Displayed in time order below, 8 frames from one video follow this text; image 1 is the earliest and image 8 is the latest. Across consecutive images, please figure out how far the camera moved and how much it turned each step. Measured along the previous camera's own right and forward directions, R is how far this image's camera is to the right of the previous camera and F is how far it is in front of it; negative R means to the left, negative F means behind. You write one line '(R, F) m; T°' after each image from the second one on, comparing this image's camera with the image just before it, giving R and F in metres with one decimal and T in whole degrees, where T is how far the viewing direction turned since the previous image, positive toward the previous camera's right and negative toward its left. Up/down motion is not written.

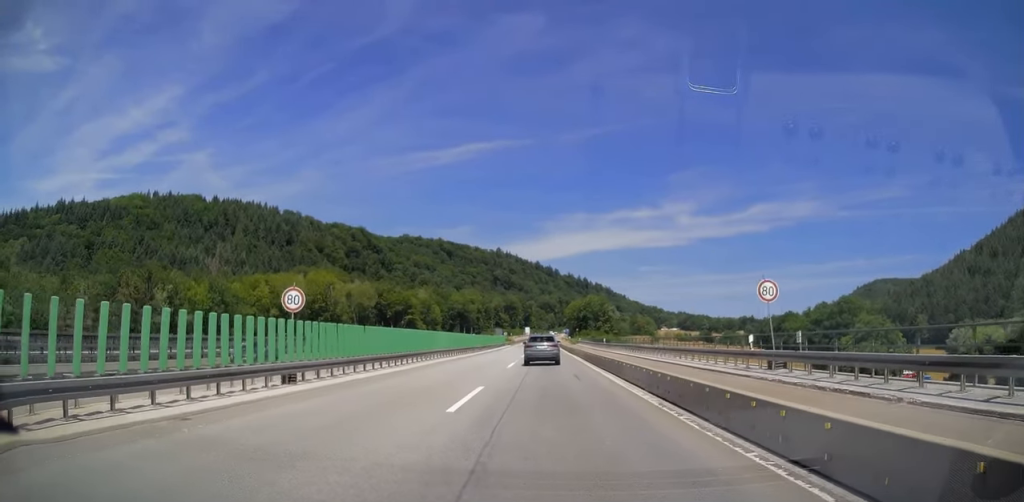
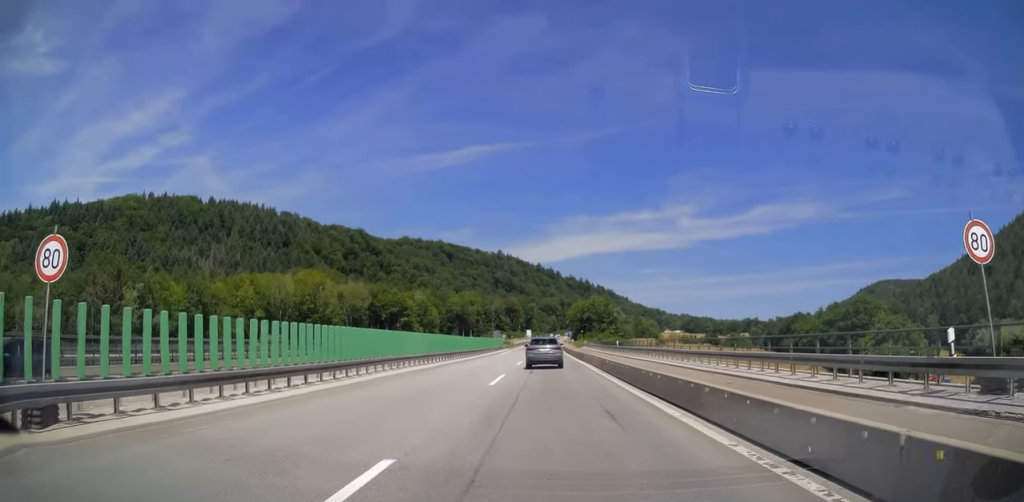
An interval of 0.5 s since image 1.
(0.0, +10.3) m; 0°
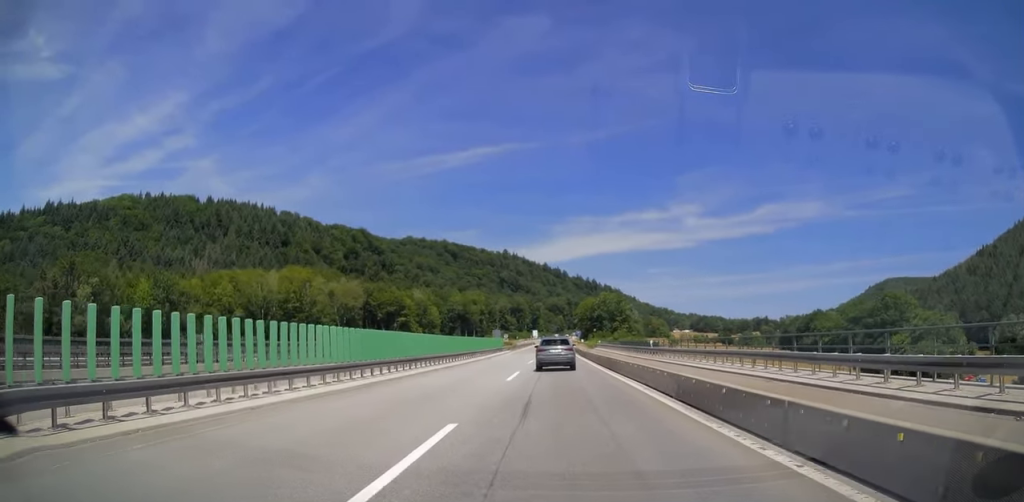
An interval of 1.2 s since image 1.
(0.0, +14.8) m; -1°
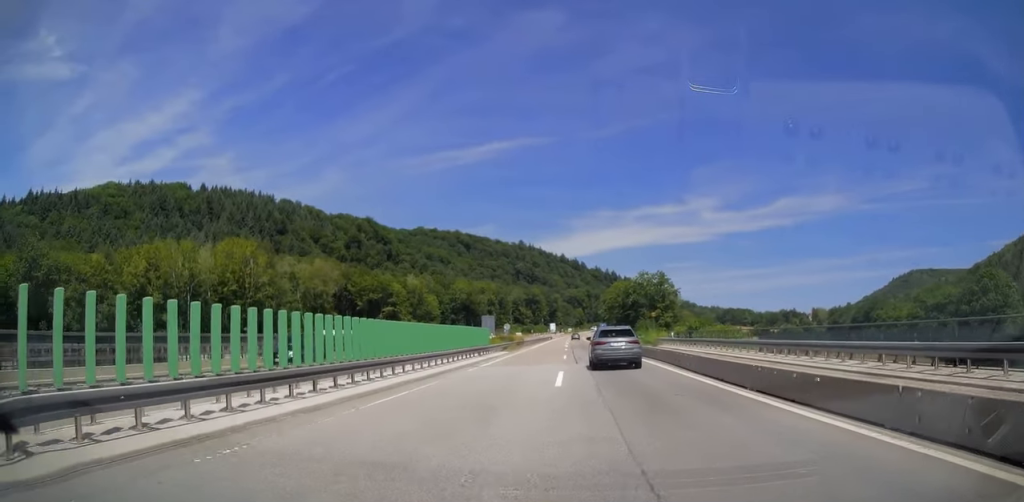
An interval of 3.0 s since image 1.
(-0.5, +41.4) m; -1°
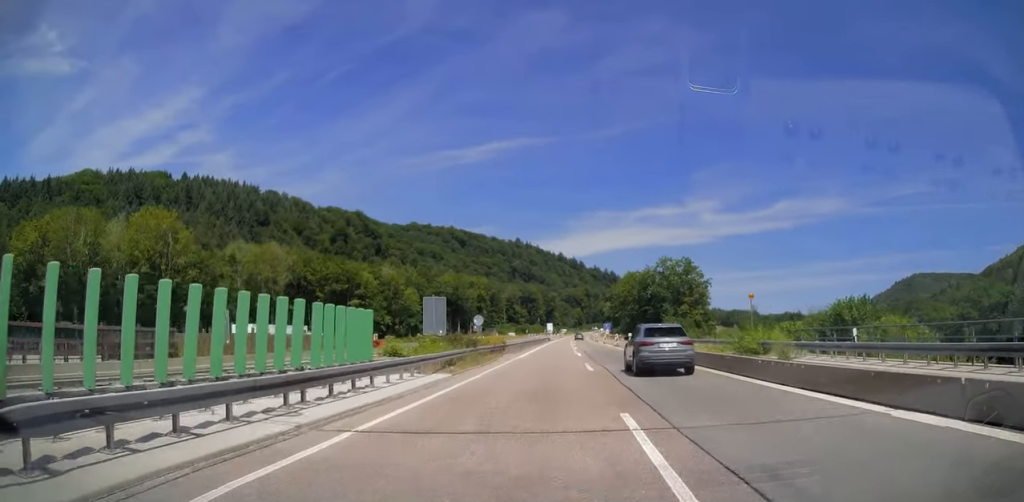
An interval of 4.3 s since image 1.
(-0.2, +30.0) m; 0°
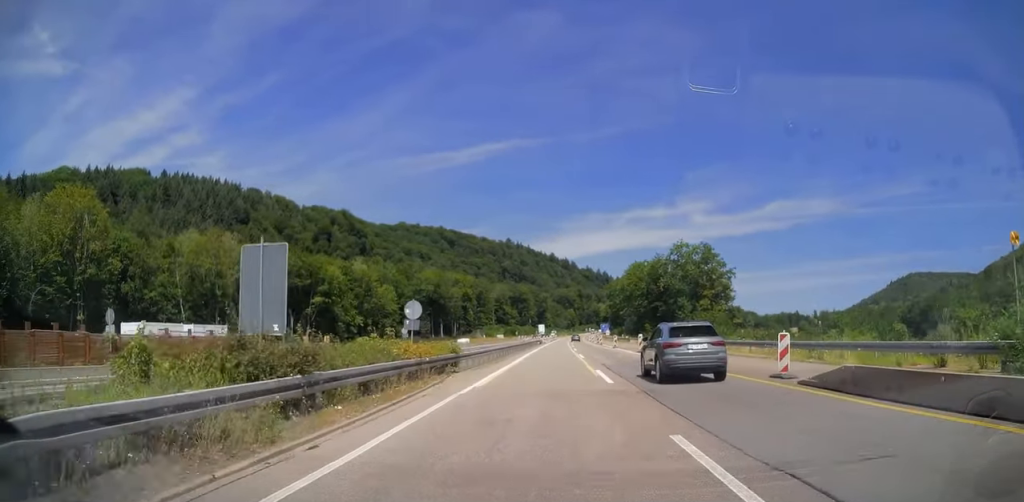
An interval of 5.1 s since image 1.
(0.0, +20.2) m; 0°
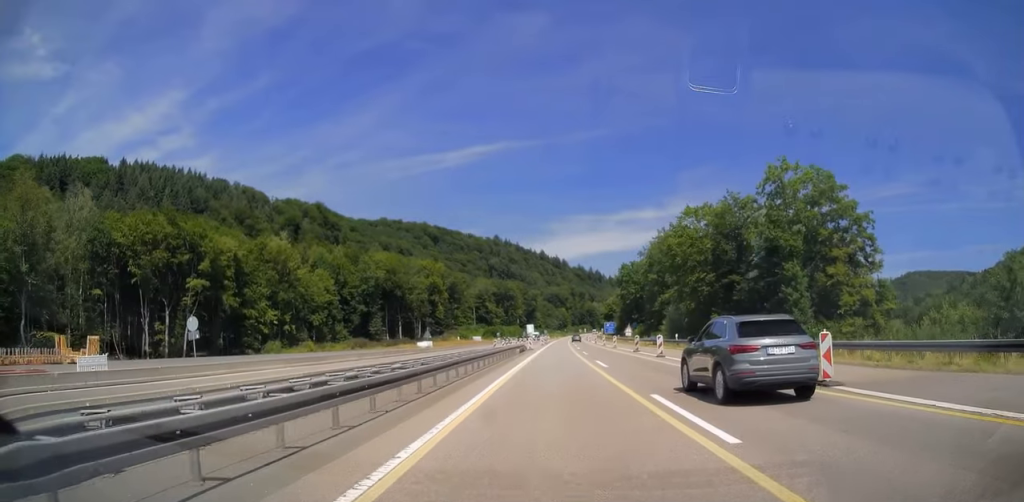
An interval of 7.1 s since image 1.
(+0.7, +46.3) m; +1°
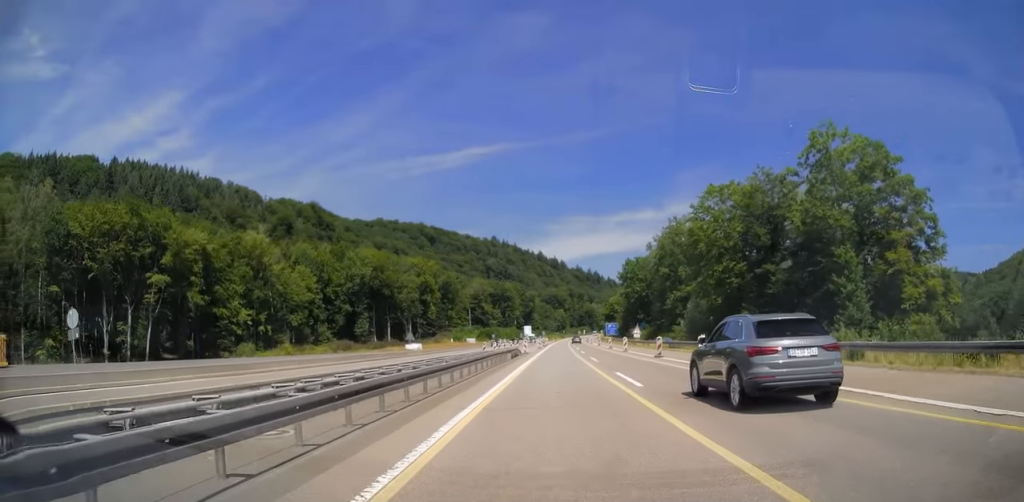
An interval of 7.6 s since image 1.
(0.0, +9.7) m; 0°
